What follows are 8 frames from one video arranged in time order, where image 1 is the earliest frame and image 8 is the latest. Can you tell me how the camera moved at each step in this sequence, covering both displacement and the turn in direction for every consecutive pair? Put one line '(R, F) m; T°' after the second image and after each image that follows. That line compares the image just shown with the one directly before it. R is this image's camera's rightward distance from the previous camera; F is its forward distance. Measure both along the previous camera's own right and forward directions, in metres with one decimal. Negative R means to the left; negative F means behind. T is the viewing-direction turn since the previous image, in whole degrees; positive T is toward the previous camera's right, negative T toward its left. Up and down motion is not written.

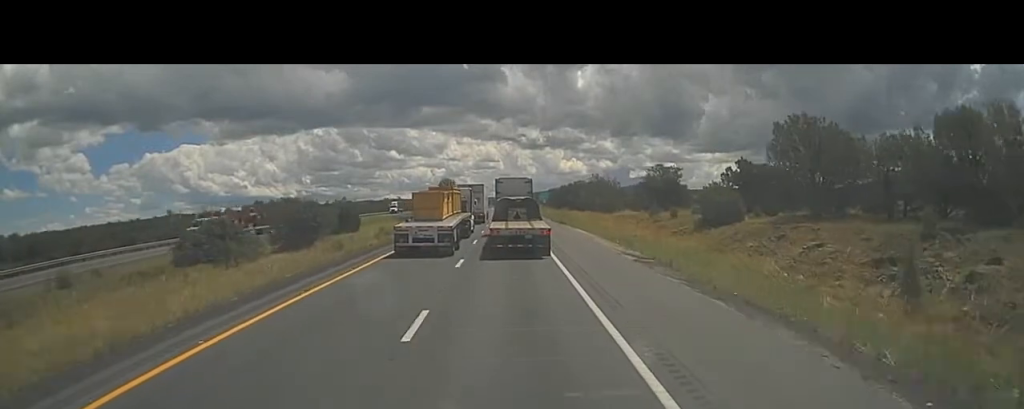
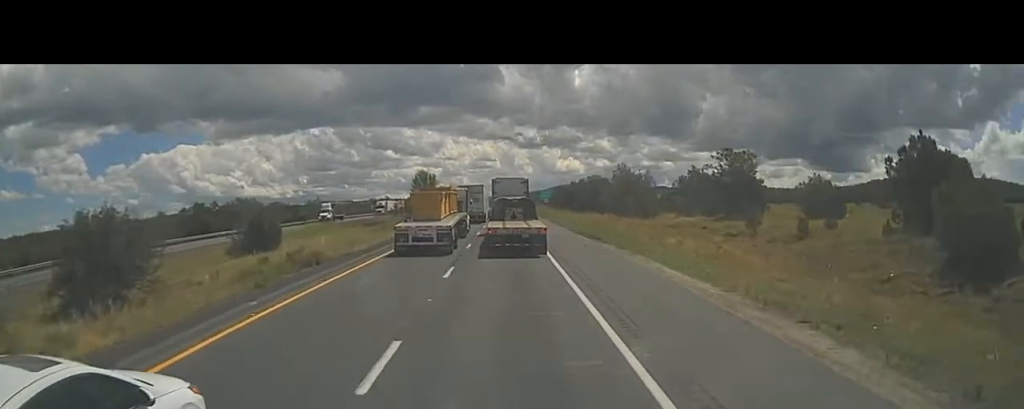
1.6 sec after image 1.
(-0.2, +27.4) m; 0°
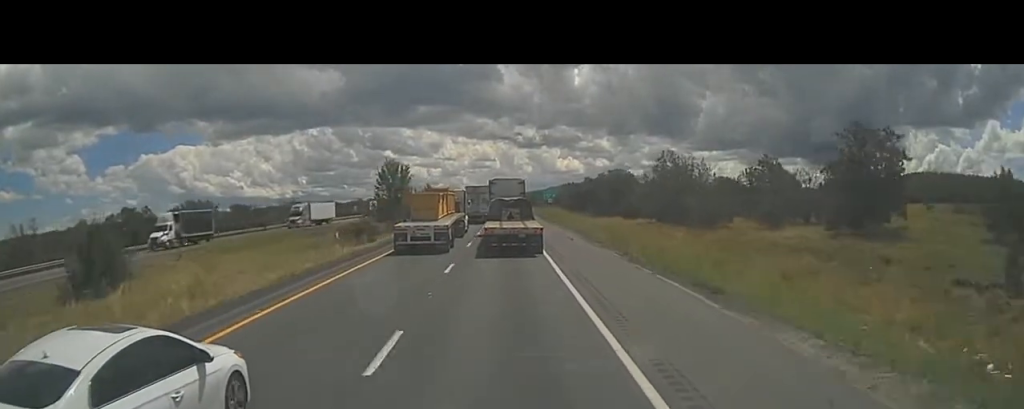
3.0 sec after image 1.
(0.0, +23.8) m; 0°
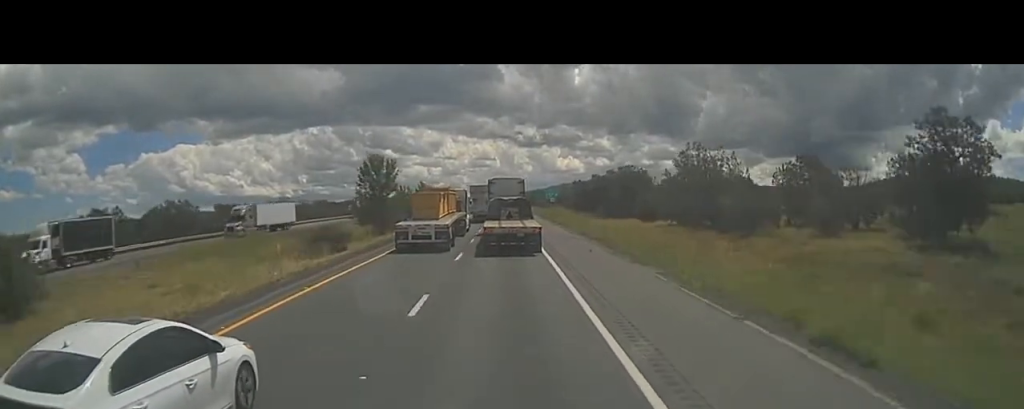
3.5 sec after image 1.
(-0.1, +7.9) m; 0°
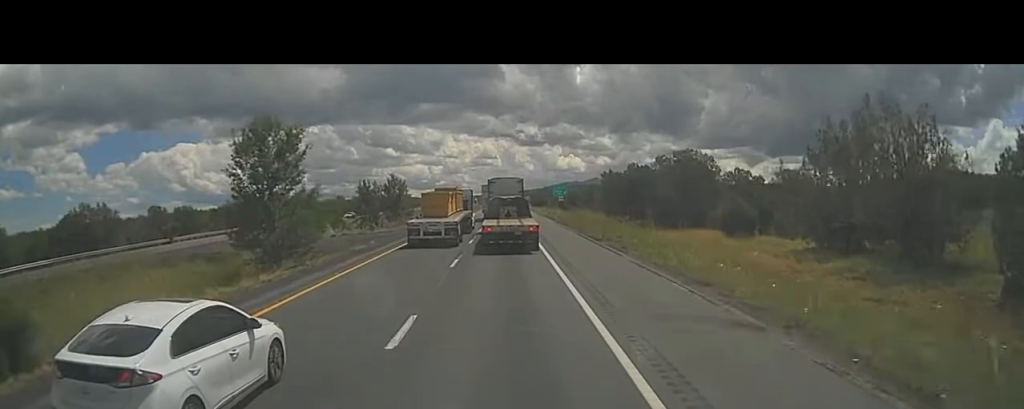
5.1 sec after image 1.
(+0.1, +26.6) m; 0°
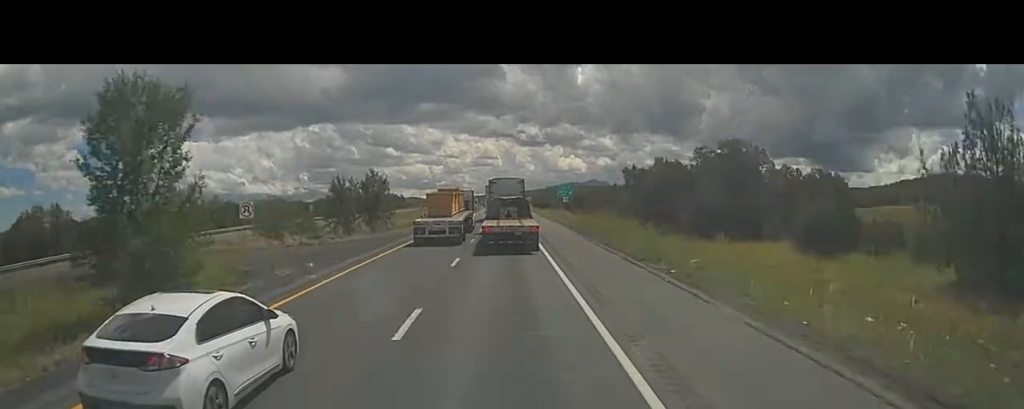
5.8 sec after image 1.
(+0.1, +11.9) m; 0°
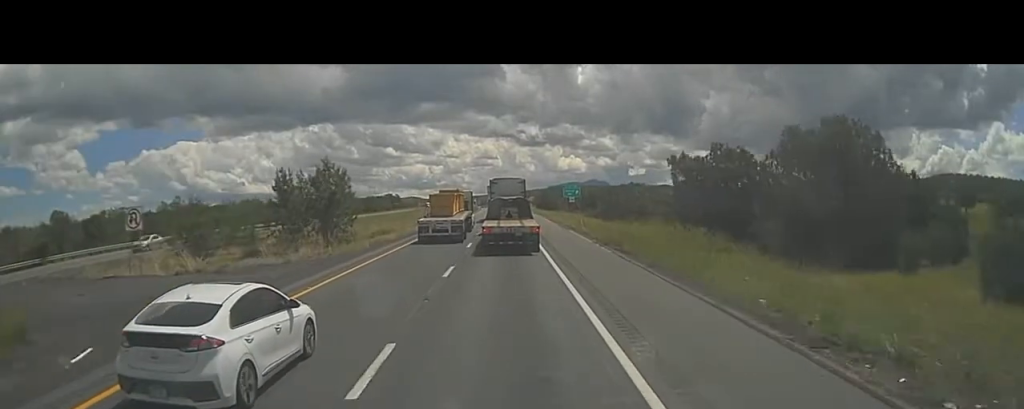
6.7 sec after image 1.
(+0.1, +15.3) m; 0°
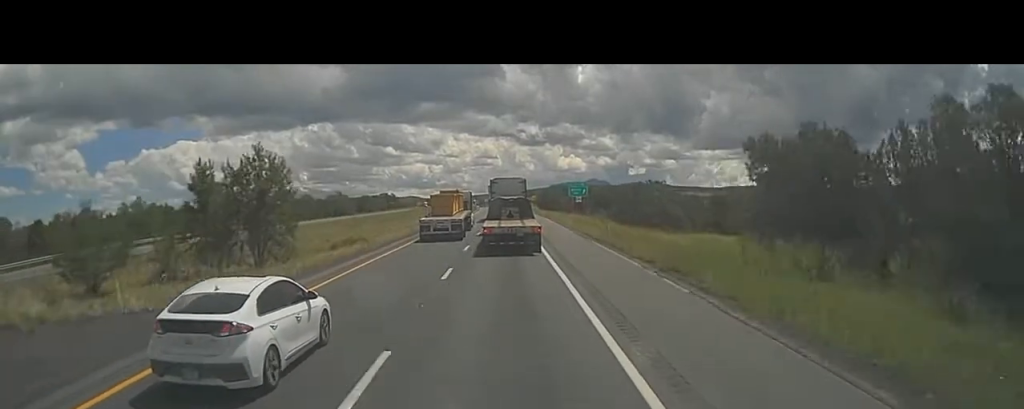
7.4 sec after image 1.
(-0.3, +13.1) m; 0°
